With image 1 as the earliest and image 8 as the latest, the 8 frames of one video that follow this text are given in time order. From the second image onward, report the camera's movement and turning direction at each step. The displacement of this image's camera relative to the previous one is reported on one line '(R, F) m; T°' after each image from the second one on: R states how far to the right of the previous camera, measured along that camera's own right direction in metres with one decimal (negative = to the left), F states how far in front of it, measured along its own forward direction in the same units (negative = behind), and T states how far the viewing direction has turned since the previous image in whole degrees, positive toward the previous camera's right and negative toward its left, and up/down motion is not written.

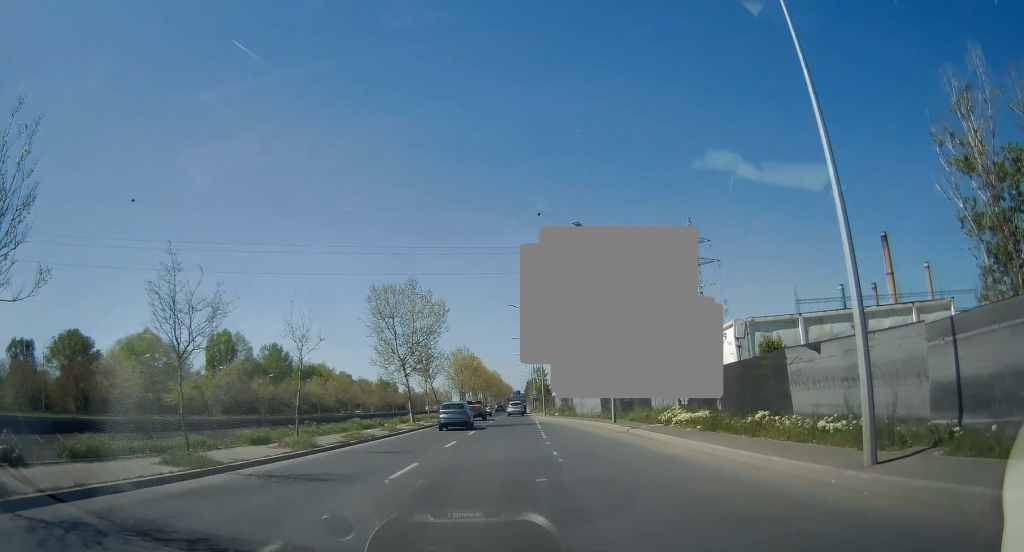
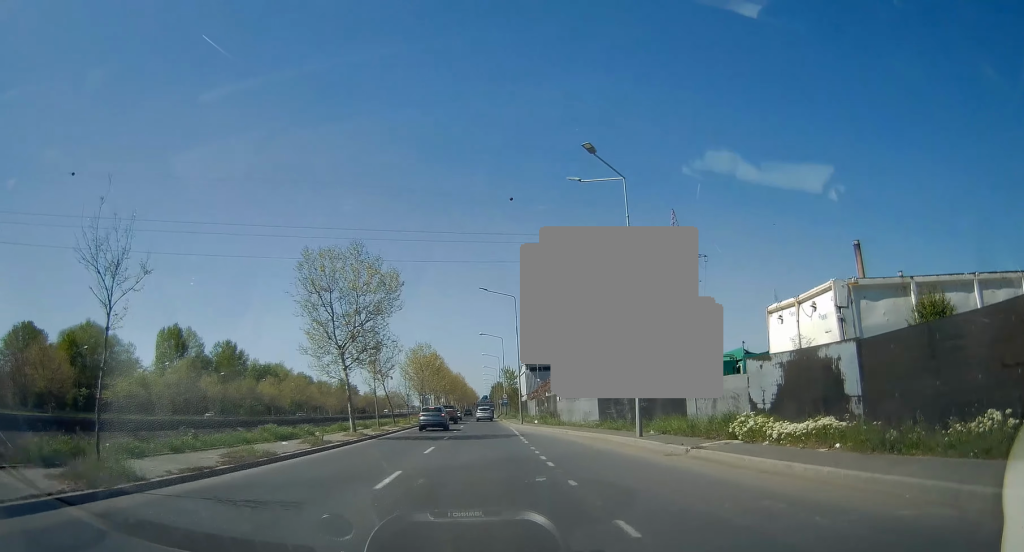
(-0.5, +9.9) m; +1°
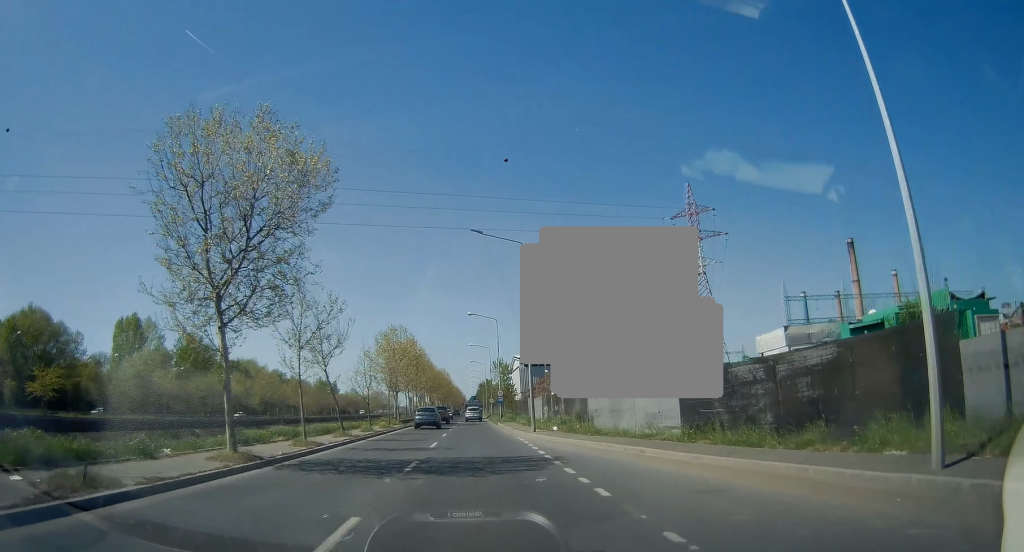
(+0.9, +14.4) m; +4°
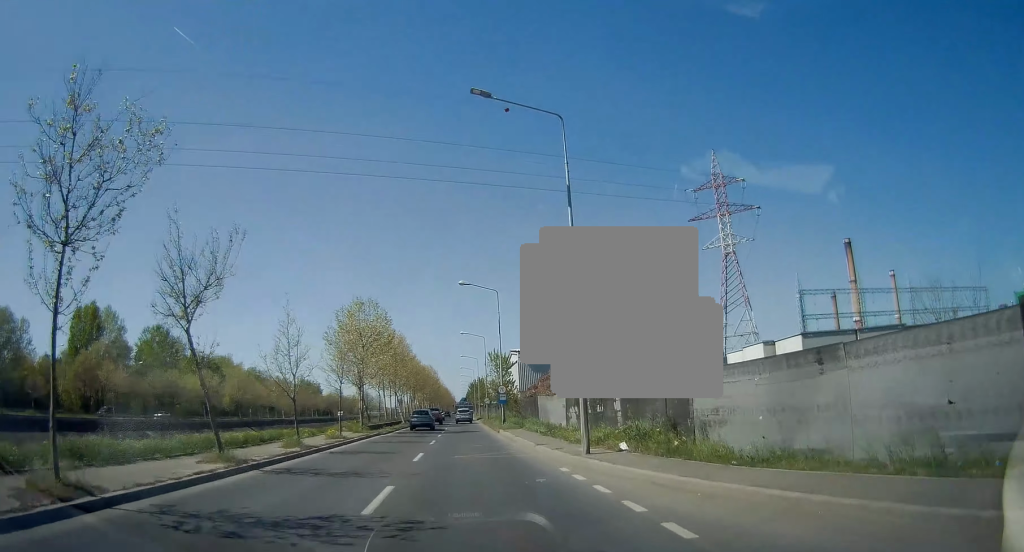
(0.0, +13.8) m; 0°
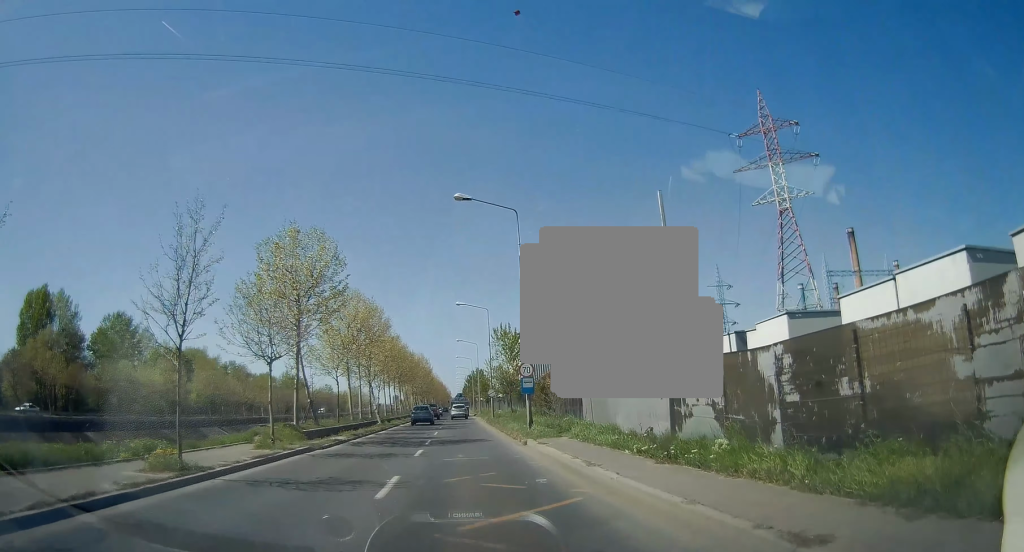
(+0.2, +16.3) m; 0°
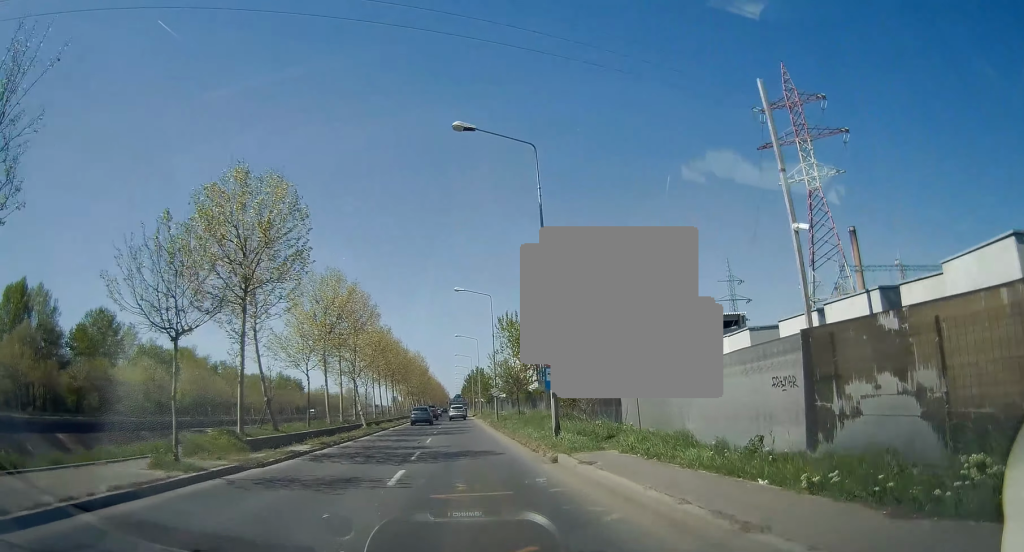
(0.0, +6.9) m; 0°
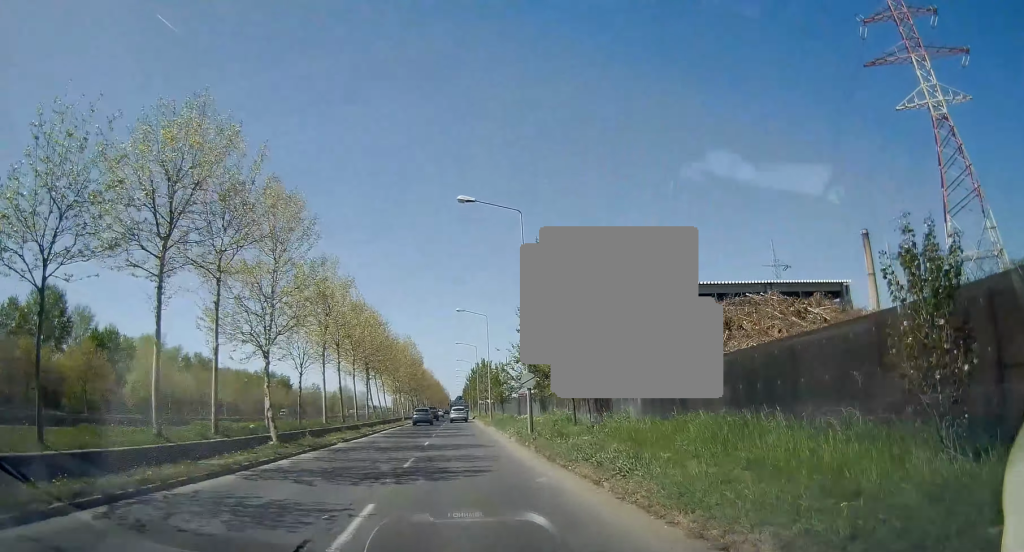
(+0.5, +20.0) m; +2°
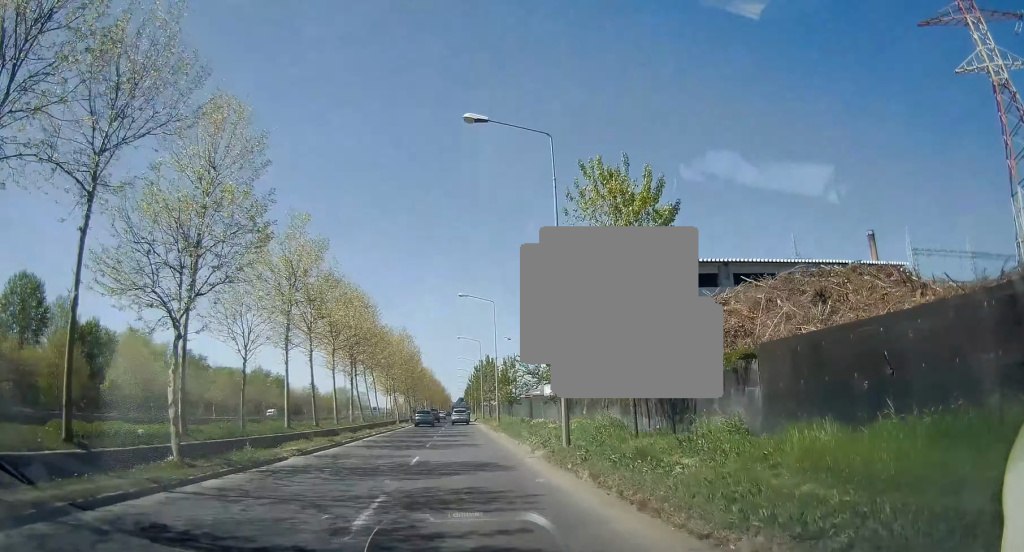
(0.0, +7.6) m; 0°
